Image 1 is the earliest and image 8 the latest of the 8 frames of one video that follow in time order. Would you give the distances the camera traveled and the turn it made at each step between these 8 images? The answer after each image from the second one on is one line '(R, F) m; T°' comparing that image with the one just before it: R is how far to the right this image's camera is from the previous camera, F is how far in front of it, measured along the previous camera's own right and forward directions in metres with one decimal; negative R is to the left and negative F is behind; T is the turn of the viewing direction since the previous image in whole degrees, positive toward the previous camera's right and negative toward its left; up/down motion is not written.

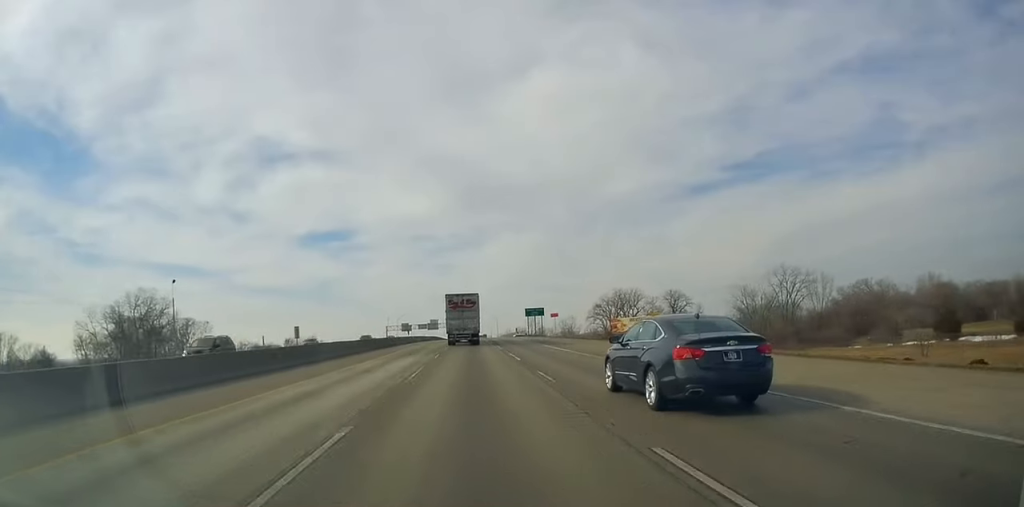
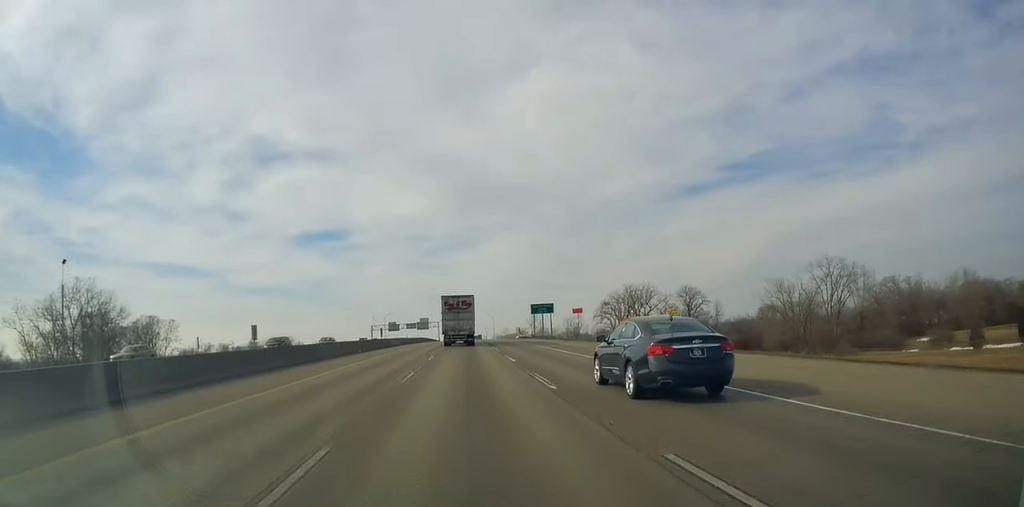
(-0.7, +24.0) m; 0°
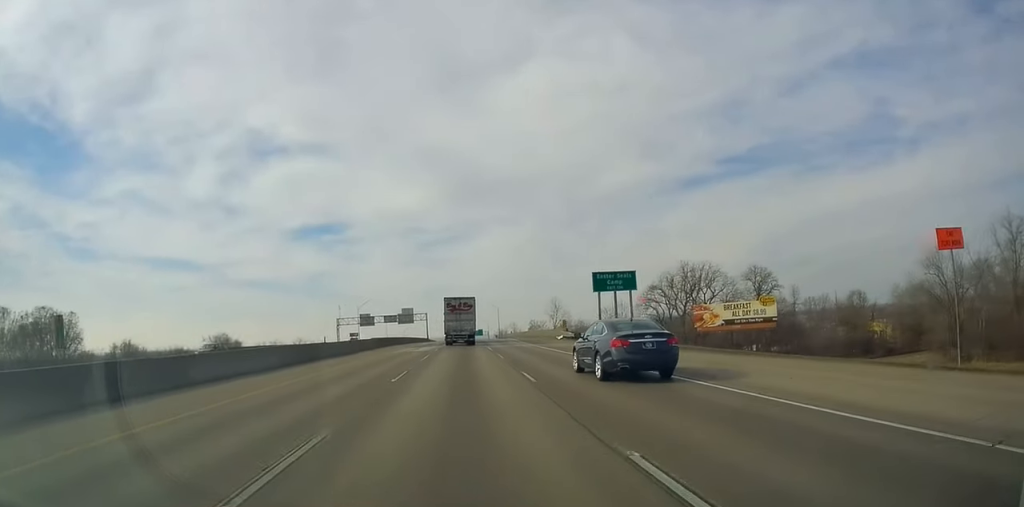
(+0.9, +58.8) m; 0°
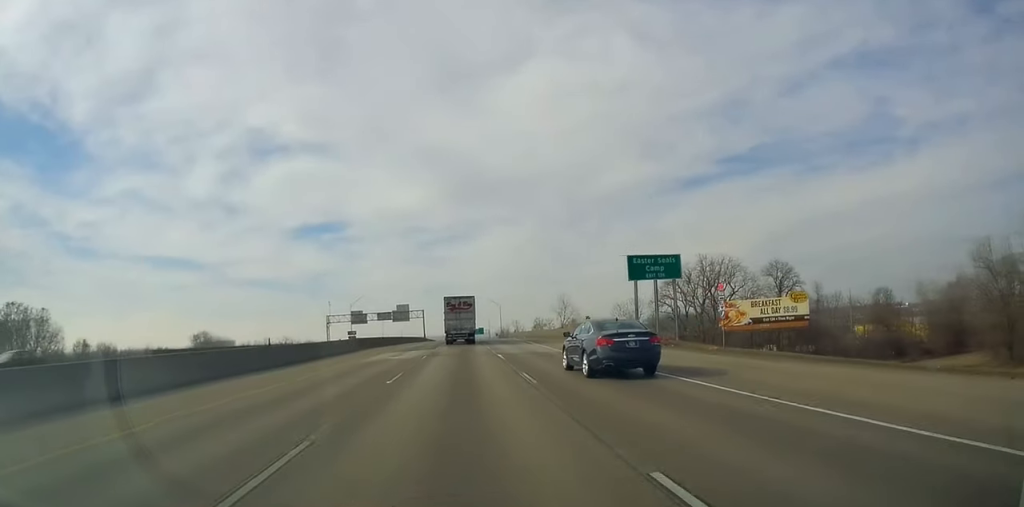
(0.0, +12.7) m; 0°
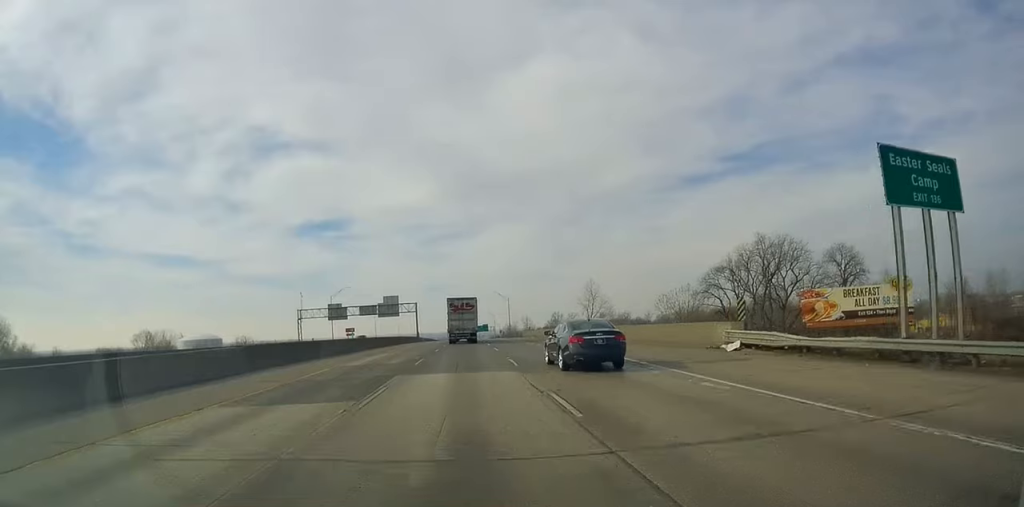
(+0.3, +30.9) m; 0°
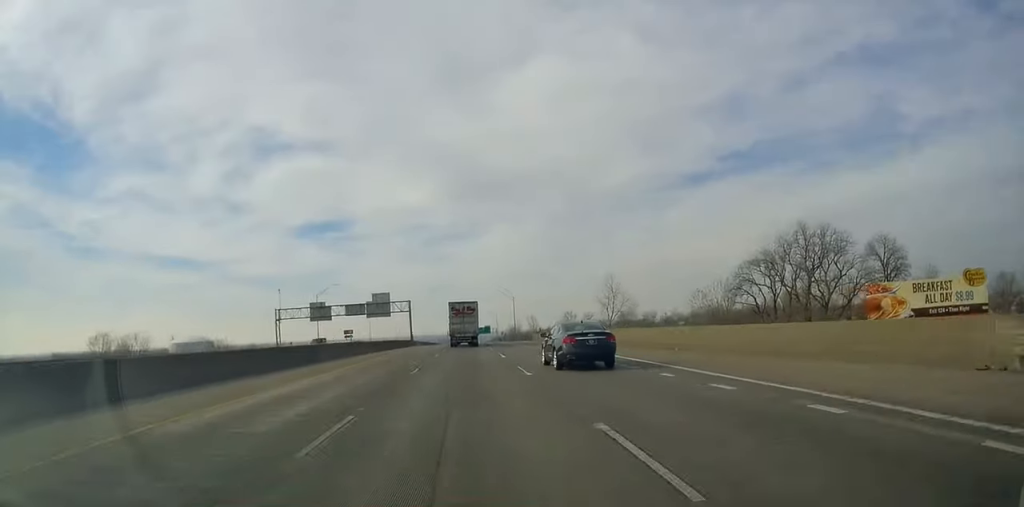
(0.0, +15.9) m; 0°
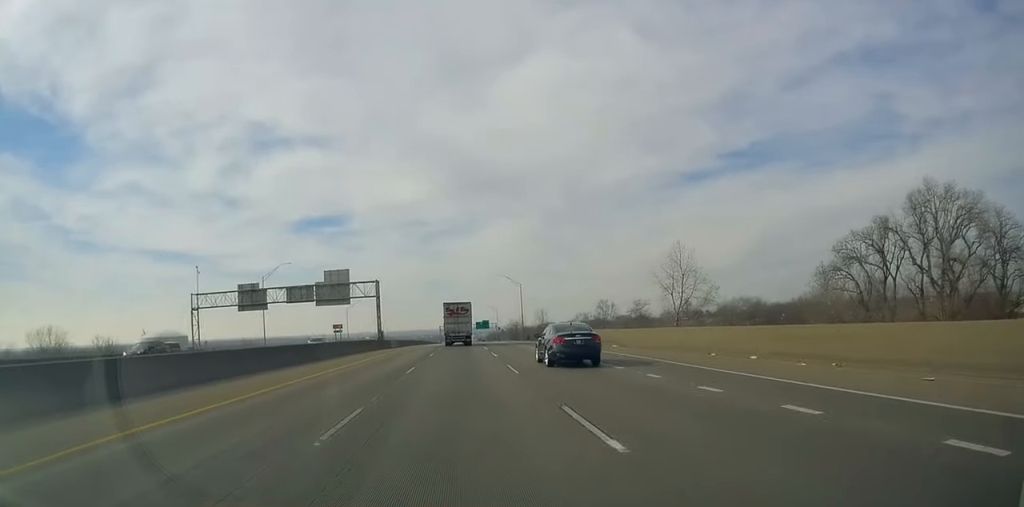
(-0.4, +35.2) m; 0°
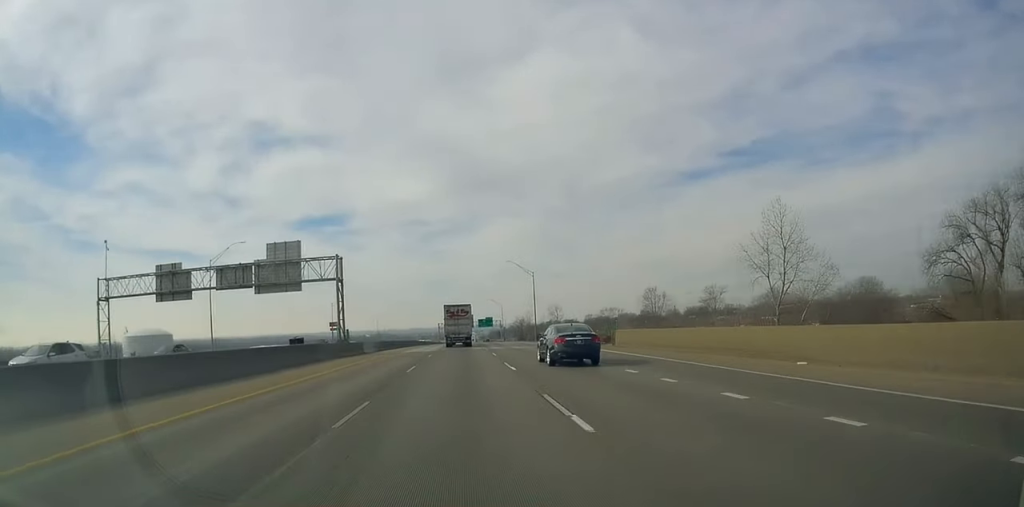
(+0.4, +22.8) m; 0°
